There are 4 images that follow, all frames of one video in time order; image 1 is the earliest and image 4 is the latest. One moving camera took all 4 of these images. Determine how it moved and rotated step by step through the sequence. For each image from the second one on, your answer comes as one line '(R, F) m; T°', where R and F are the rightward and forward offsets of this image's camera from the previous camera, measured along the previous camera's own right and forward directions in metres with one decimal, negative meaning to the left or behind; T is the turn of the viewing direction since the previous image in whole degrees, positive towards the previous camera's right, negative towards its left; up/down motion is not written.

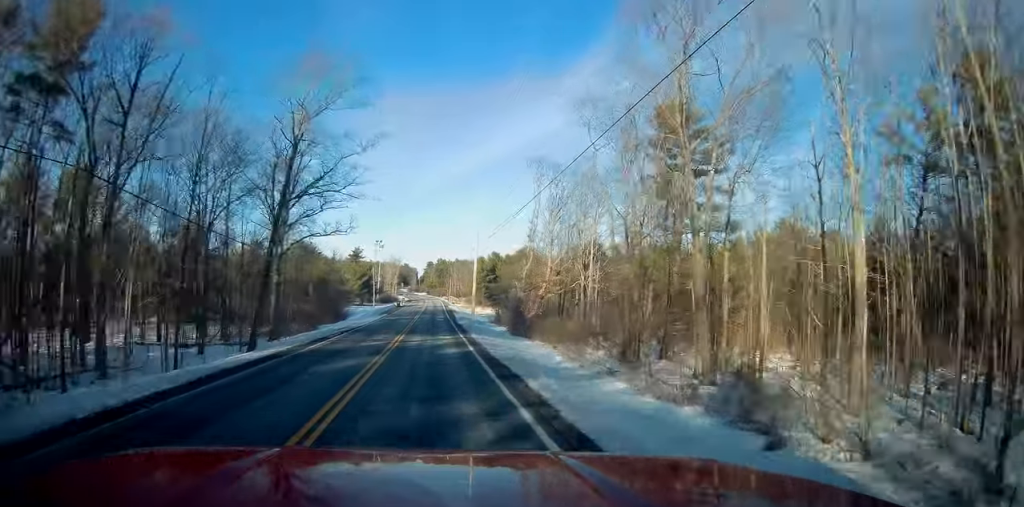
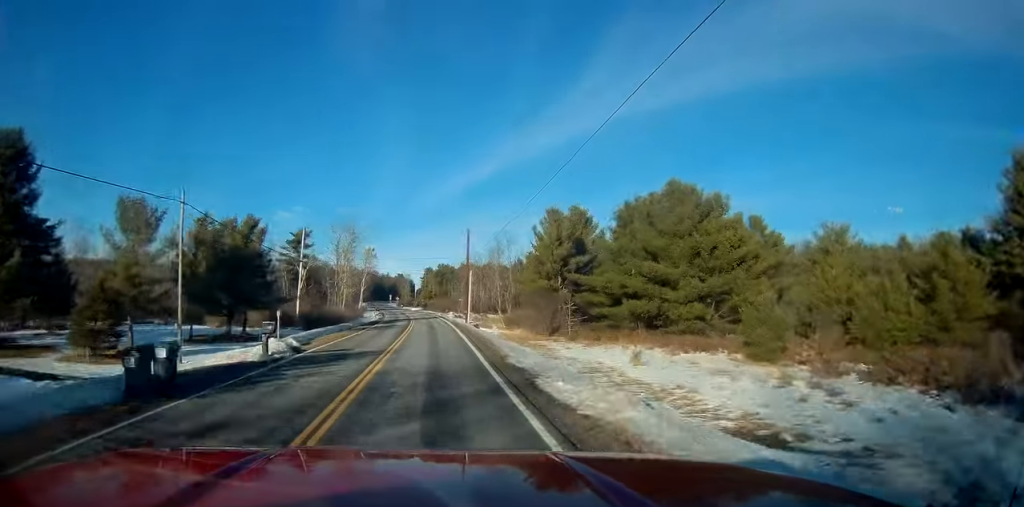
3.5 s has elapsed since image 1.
(-0.9, +87.9) m; 0°
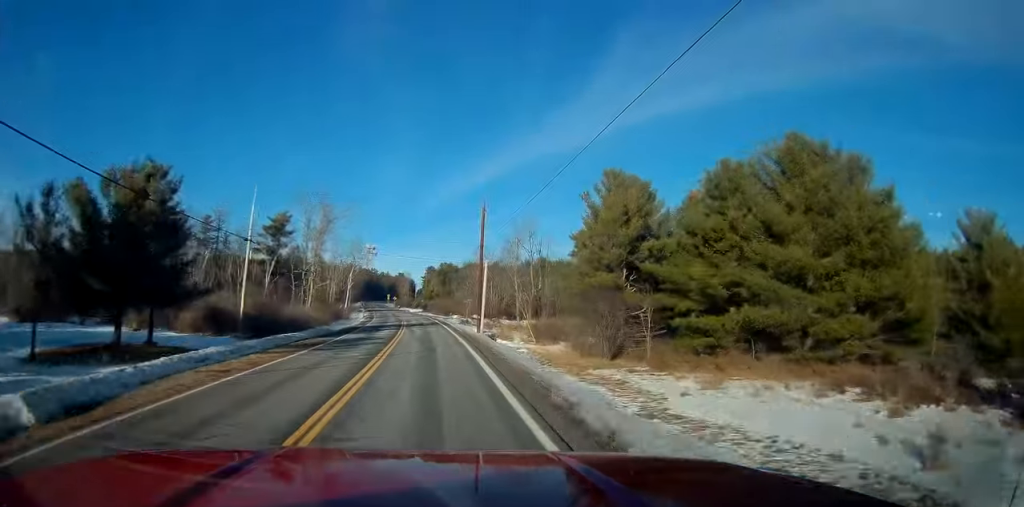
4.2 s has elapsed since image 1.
(-0.2, +18.7) m; -1°
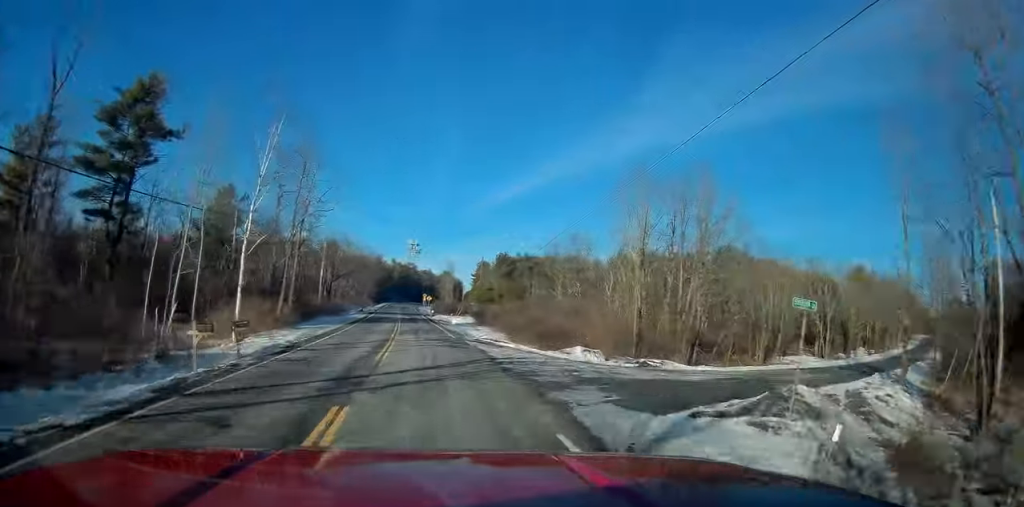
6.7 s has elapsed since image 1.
(-2.2, +64.7) m; -5°
